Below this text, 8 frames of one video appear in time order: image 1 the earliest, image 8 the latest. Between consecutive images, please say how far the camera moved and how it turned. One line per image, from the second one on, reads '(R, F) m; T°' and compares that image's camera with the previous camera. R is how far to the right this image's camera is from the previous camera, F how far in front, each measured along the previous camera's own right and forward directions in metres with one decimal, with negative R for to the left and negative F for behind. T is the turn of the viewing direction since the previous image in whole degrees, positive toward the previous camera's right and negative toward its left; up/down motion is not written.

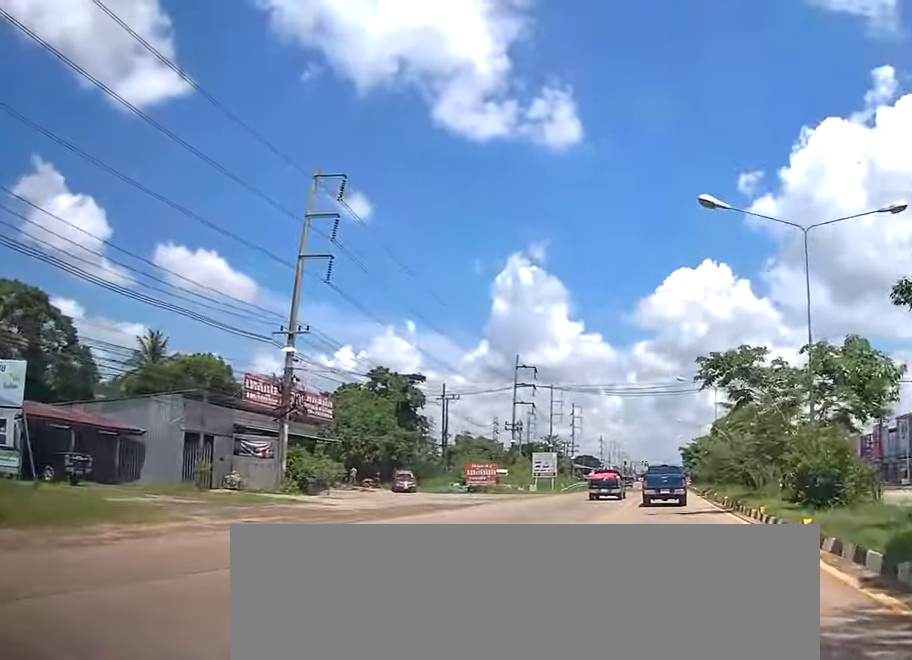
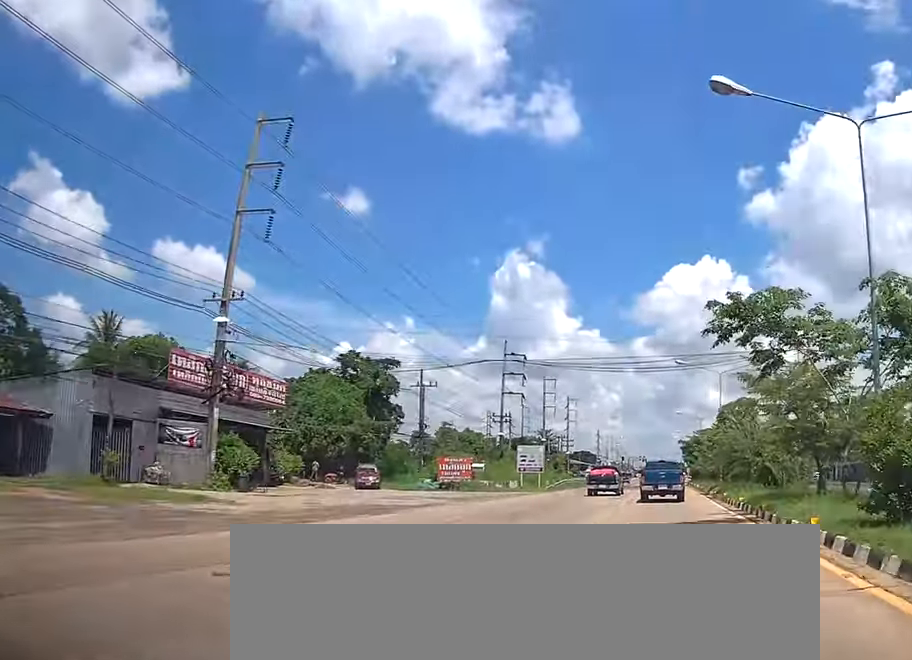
(0.0, +6.9) m; 0°
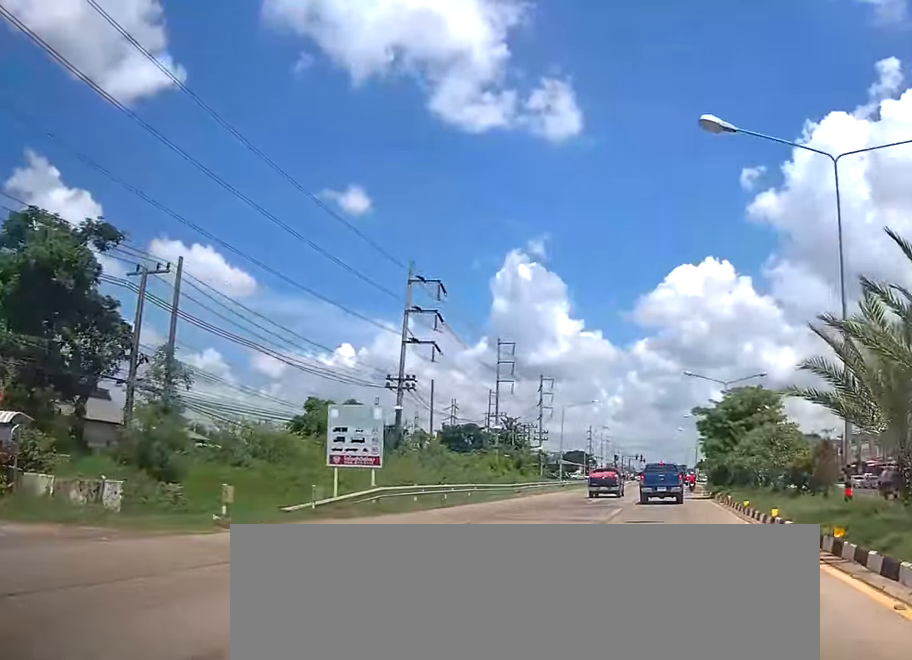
(+0.1, +39.5) m; +1°
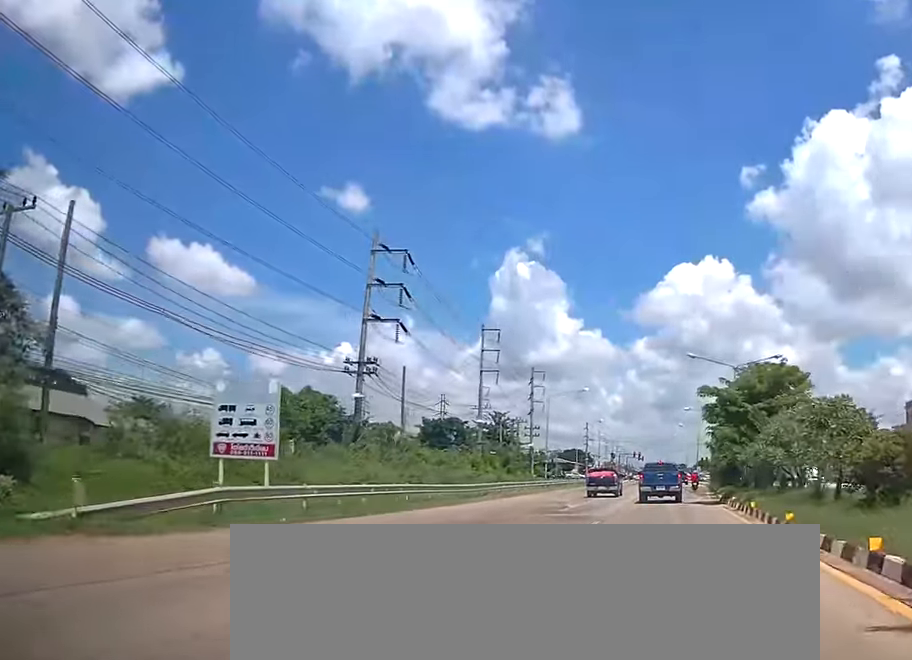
(+0.1, +8.3) m; 0°
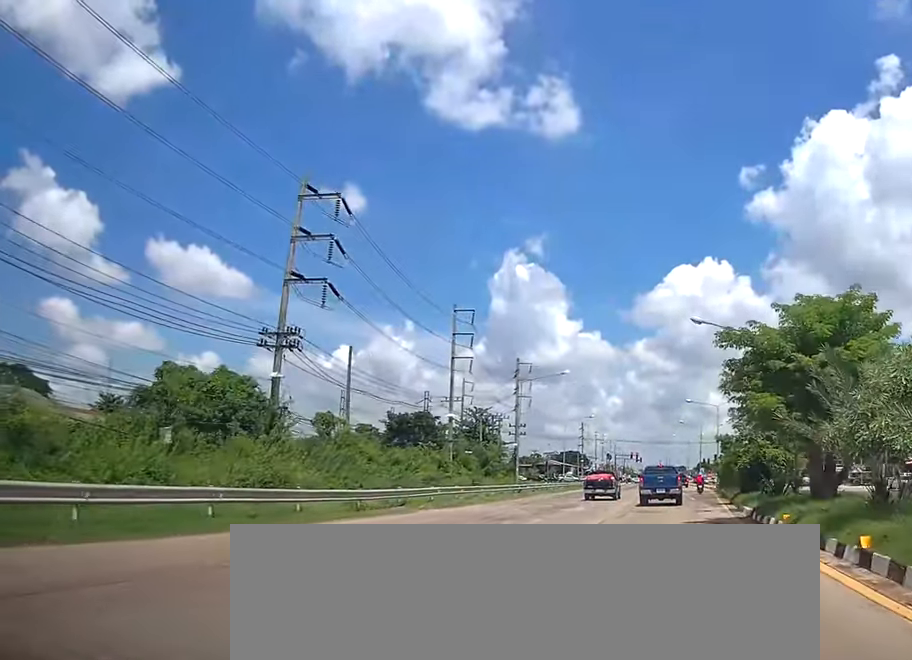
(0.0, +12.0) m; 0°
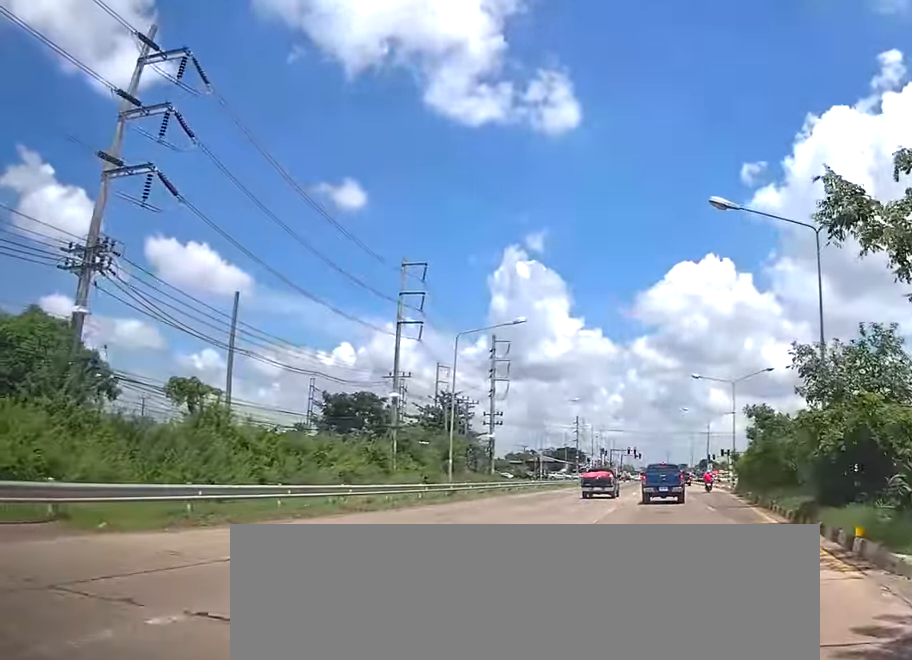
(0.0, +16.4) m; 0°
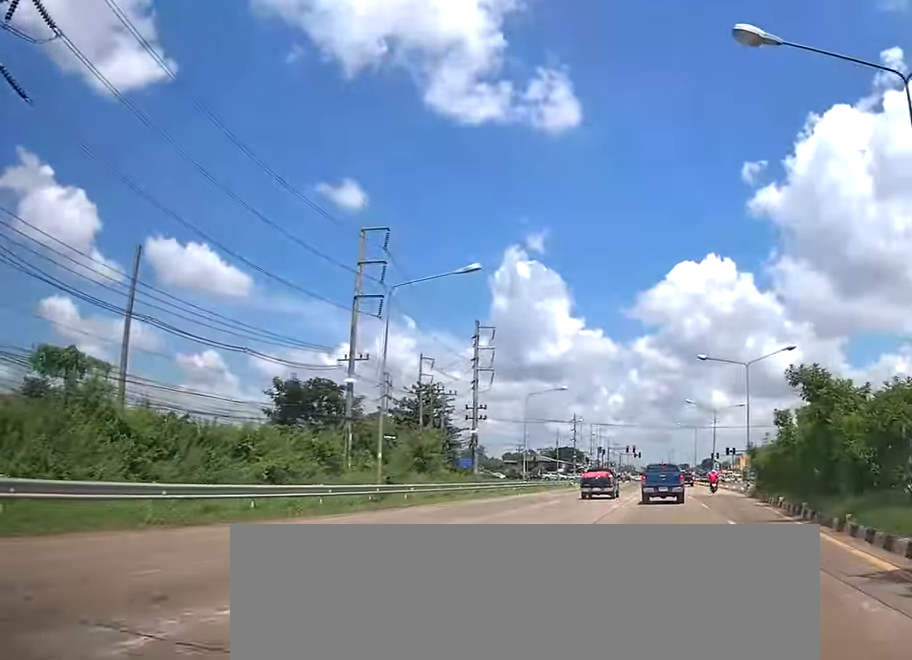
(0.0, +9.2) m; 0°
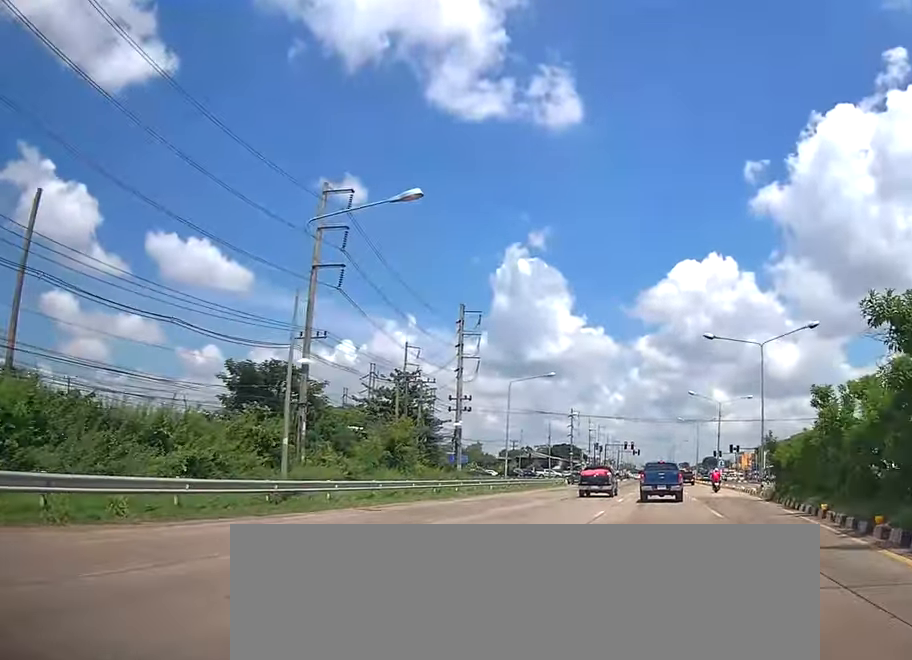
(+0.1, +6.8) m; 0°
